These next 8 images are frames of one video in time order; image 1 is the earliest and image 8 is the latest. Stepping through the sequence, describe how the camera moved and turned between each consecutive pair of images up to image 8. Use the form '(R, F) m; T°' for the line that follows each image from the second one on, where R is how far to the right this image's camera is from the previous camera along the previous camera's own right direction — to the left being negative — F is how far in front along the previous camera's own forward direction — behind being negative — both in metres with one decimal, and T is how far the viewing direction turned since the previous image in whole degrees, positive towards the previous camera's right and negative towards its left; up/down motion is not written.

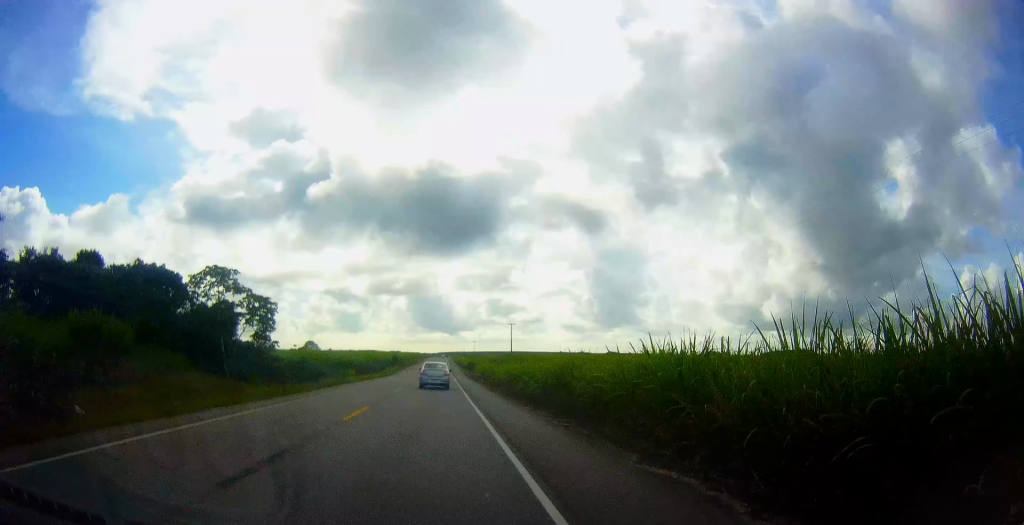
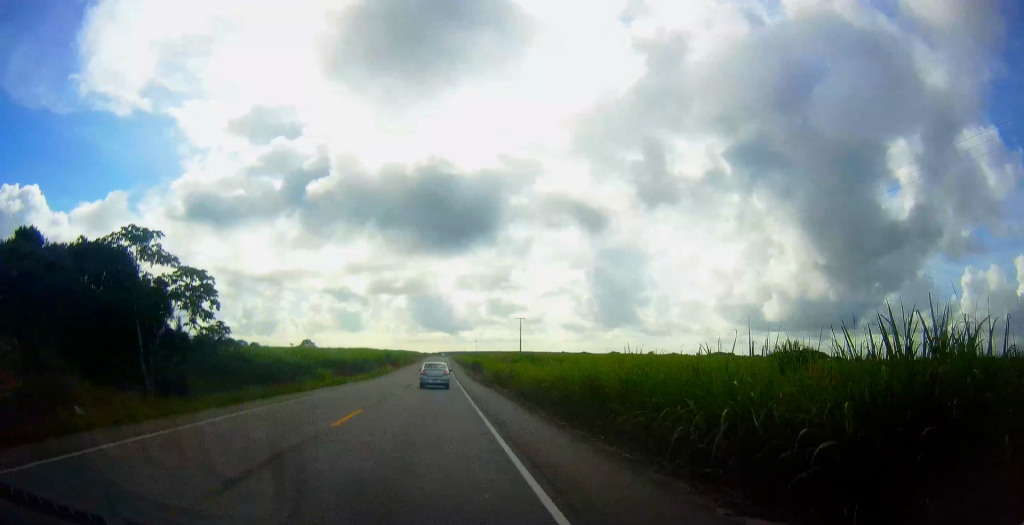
(0.0, +16.2) m; 0°
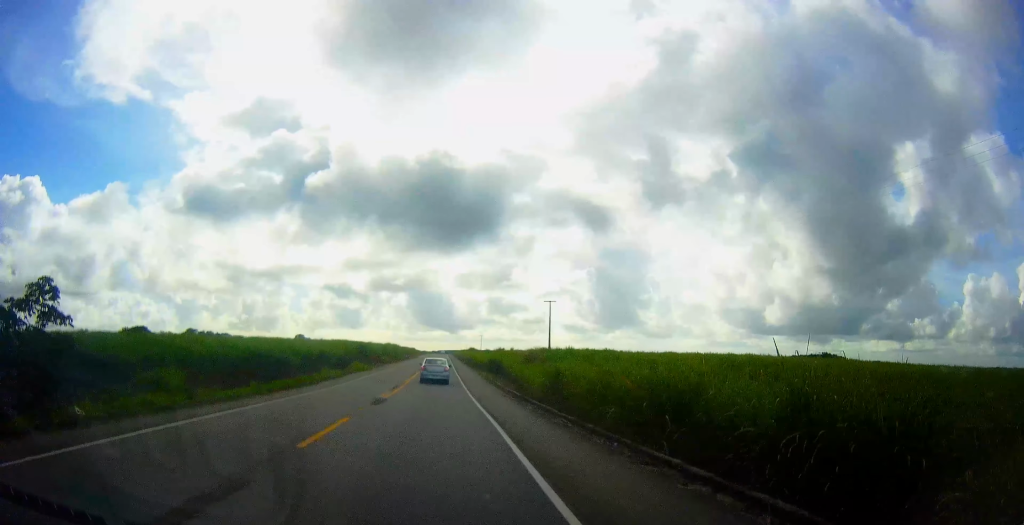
(0.0, +33.8) m; 0°
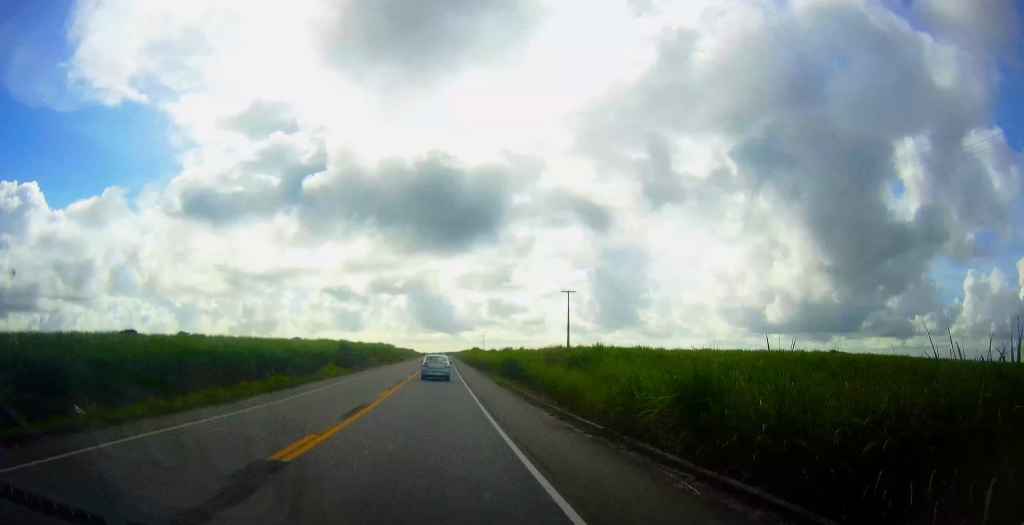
(0.0, +13.7) m; 0°
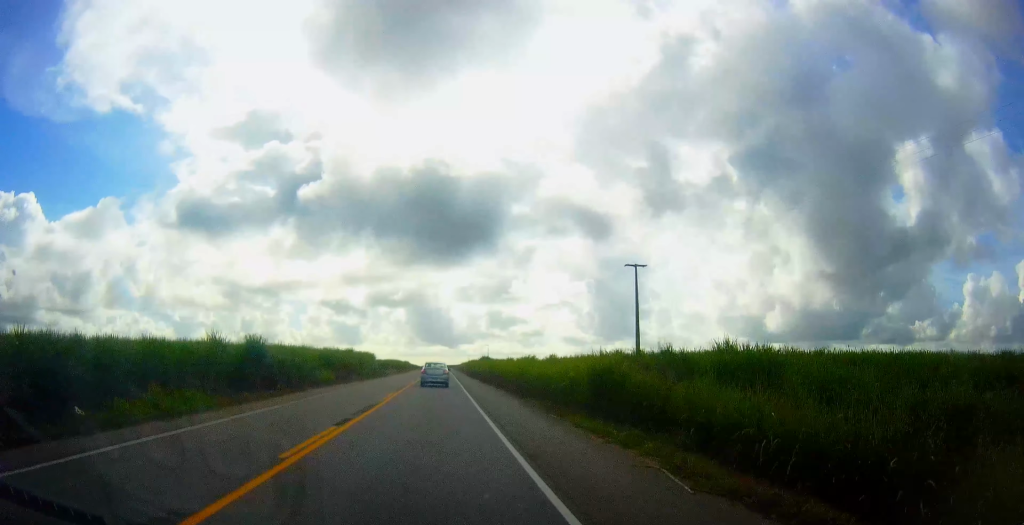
(0.0, +28.7) m; 0°
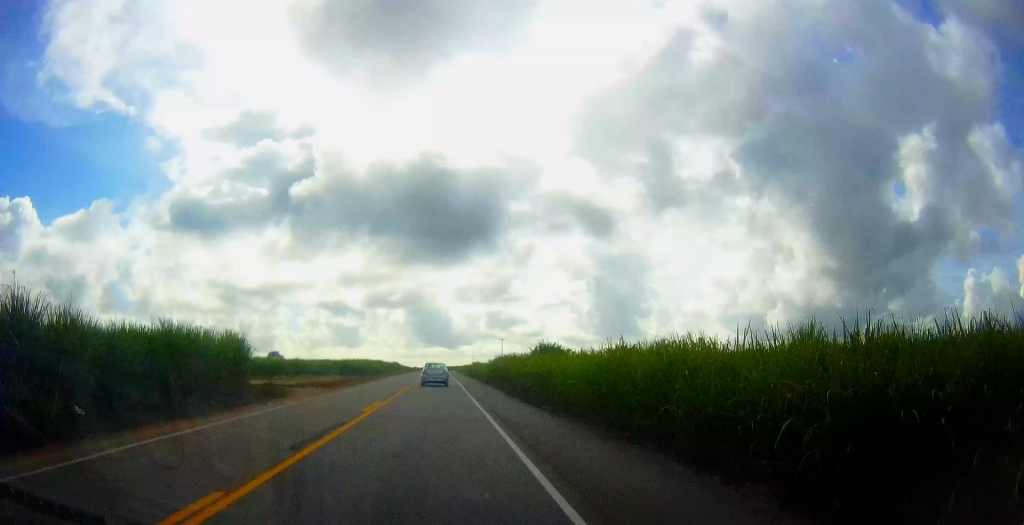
(0.0, +52.0) m; 0°
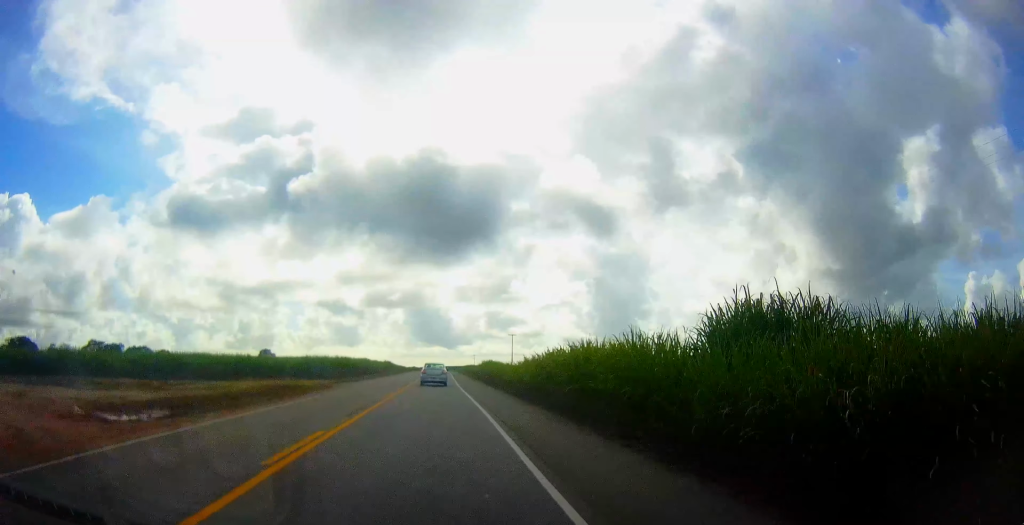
(0.0, +24.6) m; 0°
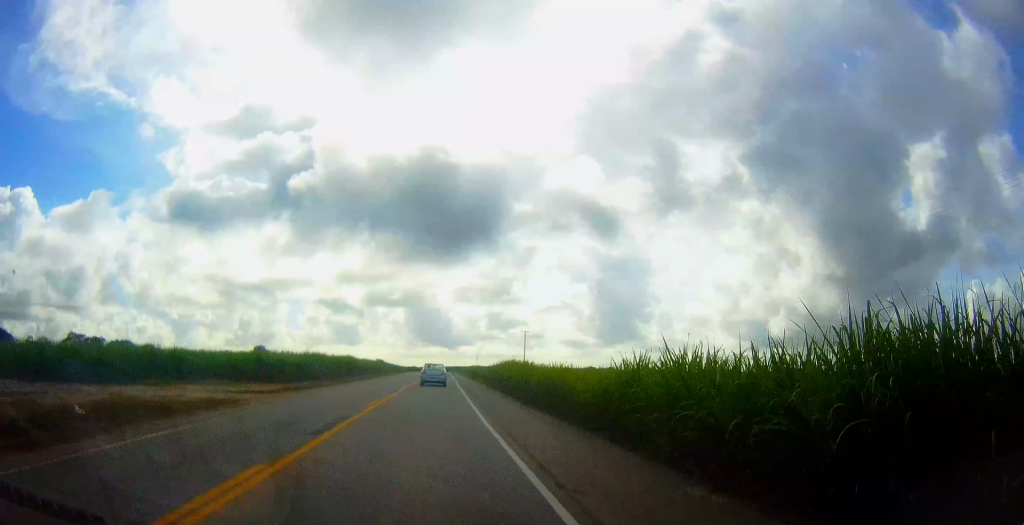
(0.0, +19.7) m; 0°
